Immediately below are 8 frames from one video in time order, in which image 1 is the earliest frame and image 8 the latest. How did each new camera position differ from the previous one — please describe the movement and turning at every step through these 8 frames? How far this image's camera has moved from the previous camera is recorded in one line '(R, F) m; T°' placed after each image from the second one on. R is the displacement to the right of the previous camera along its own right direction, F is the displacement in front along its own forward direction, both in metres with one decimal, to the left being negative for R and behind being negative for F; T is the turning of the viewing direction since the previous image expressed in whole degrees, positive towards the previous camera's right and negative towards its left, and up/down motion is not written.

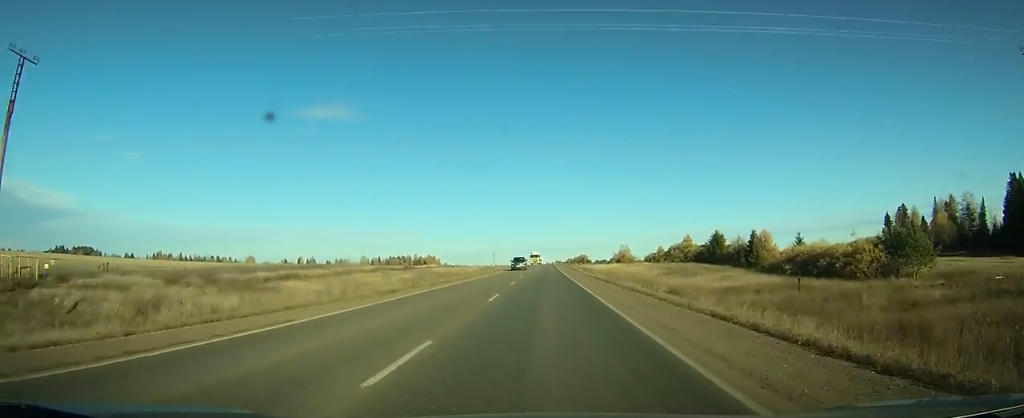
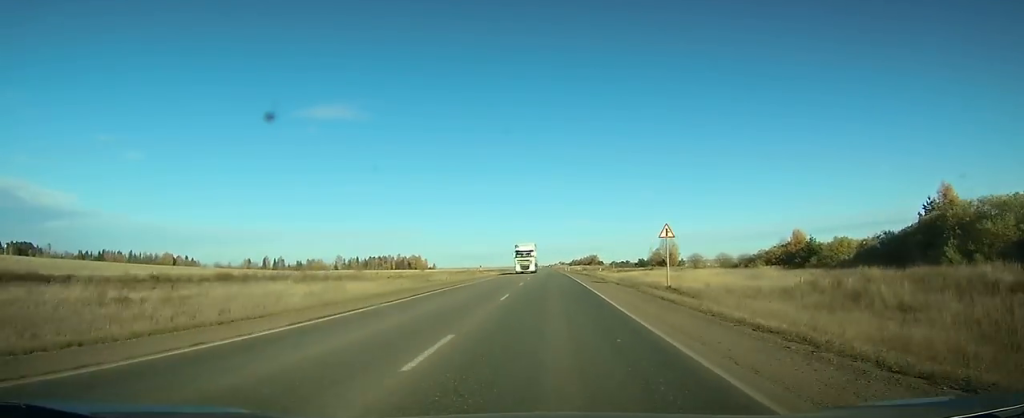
(-0.3, +119.1) m; 0°
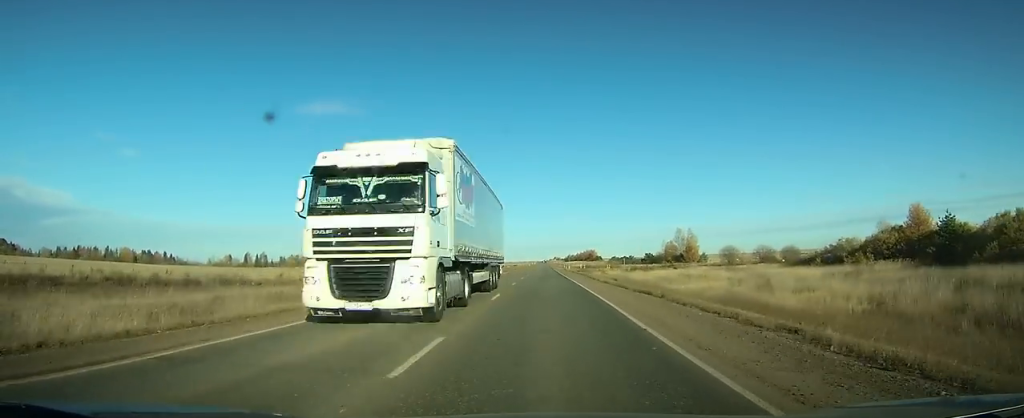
(+0.1, +36.3) m; 0°
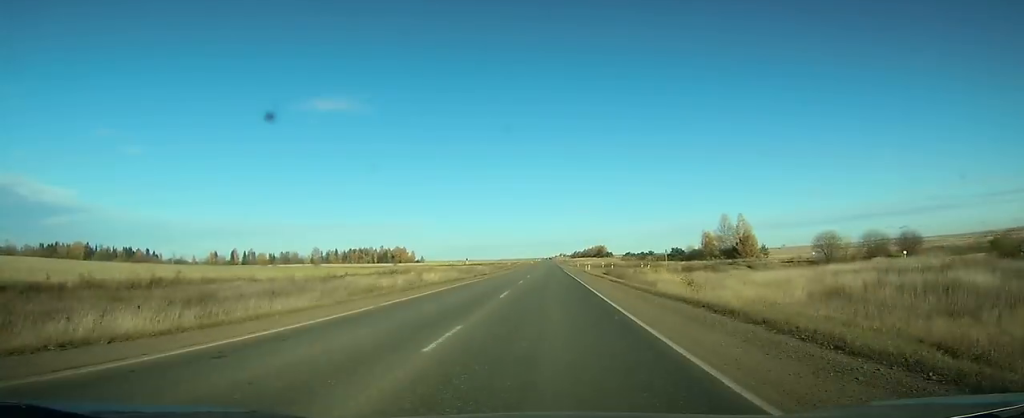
(0.0, +46.1) m; 0°
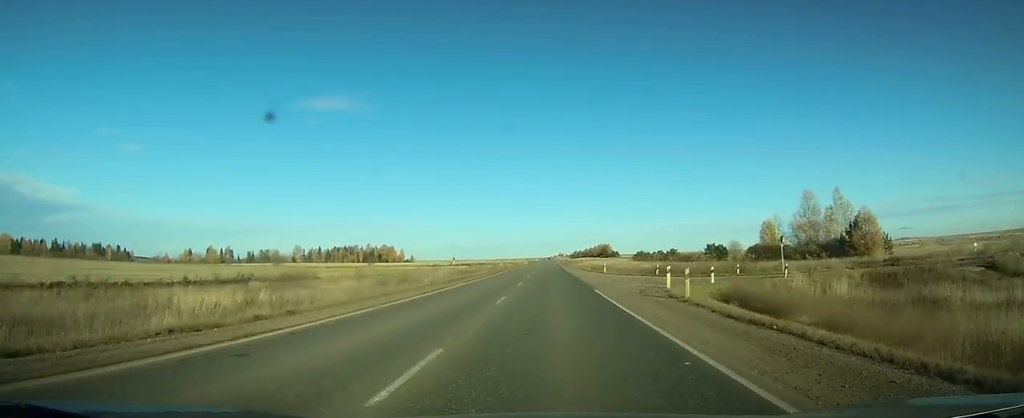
(-0.2, +50.4) m; 0°
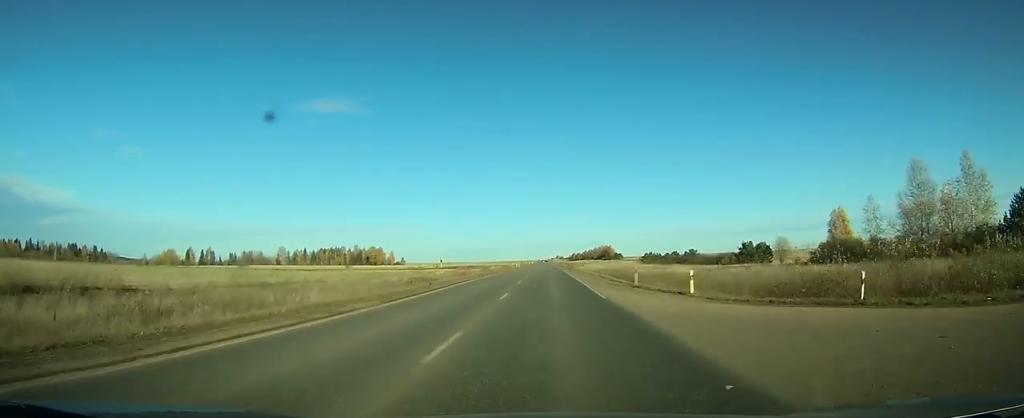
(-0.1, +33.2) m; 0°
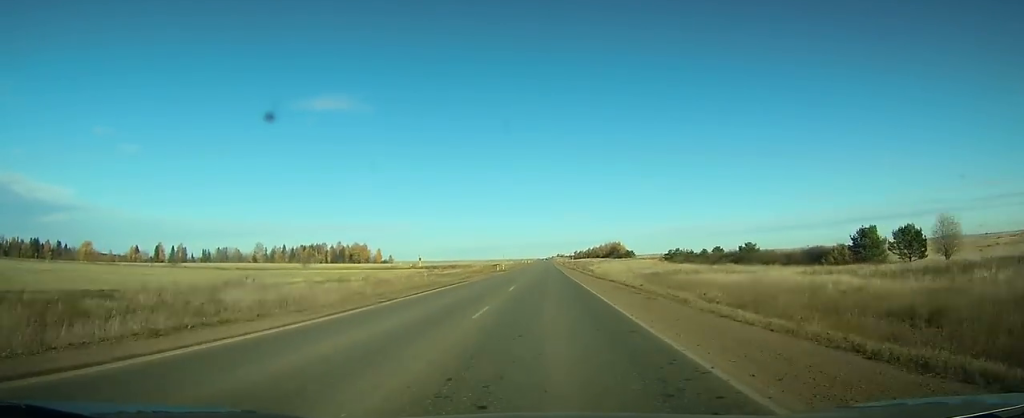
(+0.2, +53.6) m; 0°
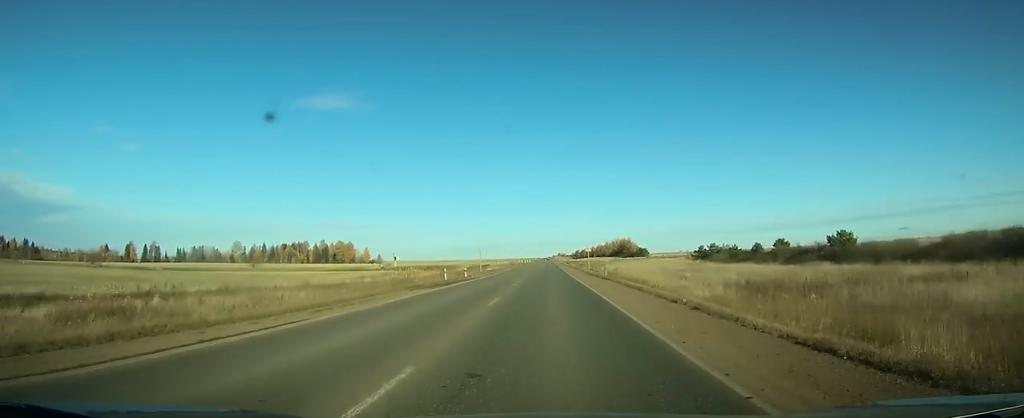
(+0.2, +44.4) m; 0°
